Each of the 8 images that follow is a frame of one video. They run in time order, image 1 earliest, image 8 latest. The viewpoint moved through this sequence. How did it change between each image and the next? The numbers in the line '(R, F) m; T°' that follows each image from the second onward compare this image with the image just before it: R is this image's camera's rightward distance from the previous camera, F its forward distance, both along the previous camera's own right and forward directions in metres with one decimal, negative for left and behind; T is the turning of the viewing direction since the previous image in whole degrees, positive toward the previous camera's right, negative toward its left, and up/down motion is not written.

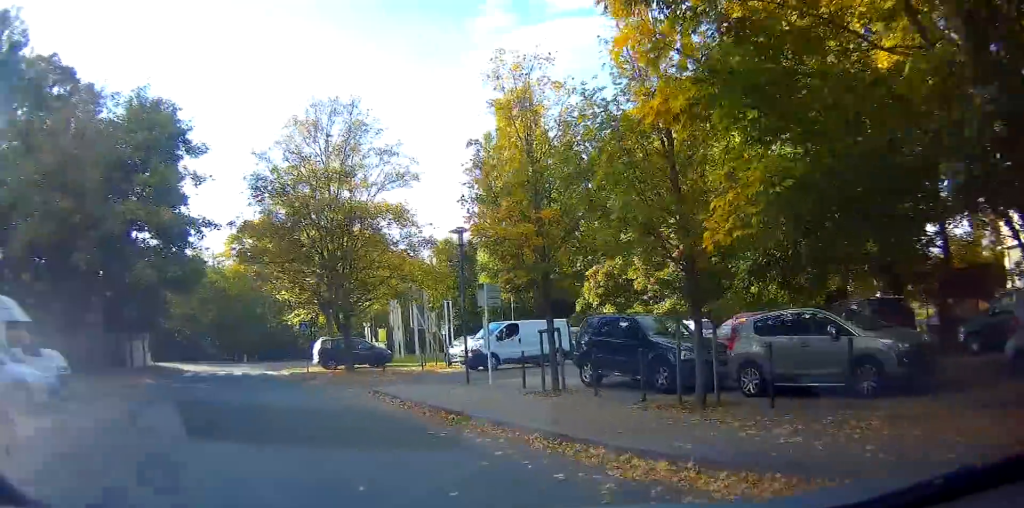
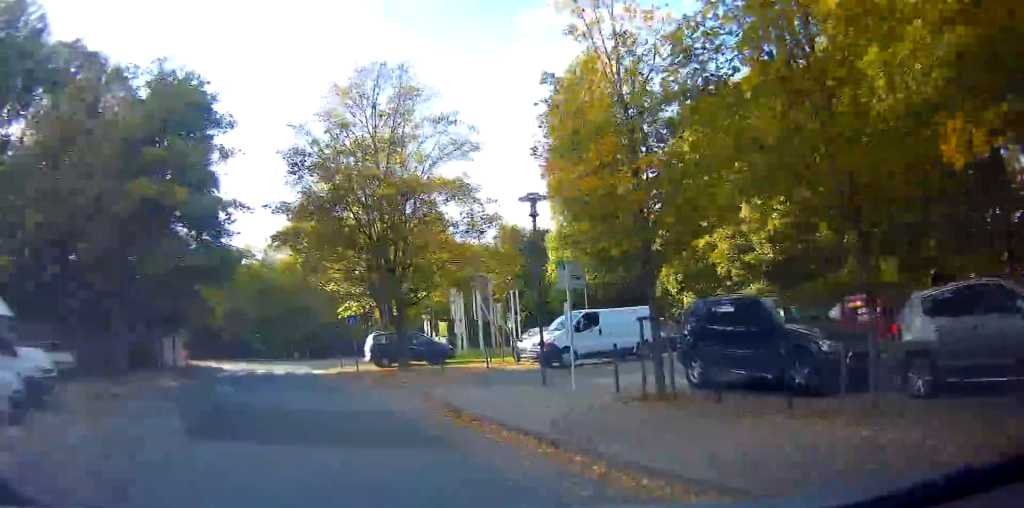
(-0.1, +3.2) m; -5°
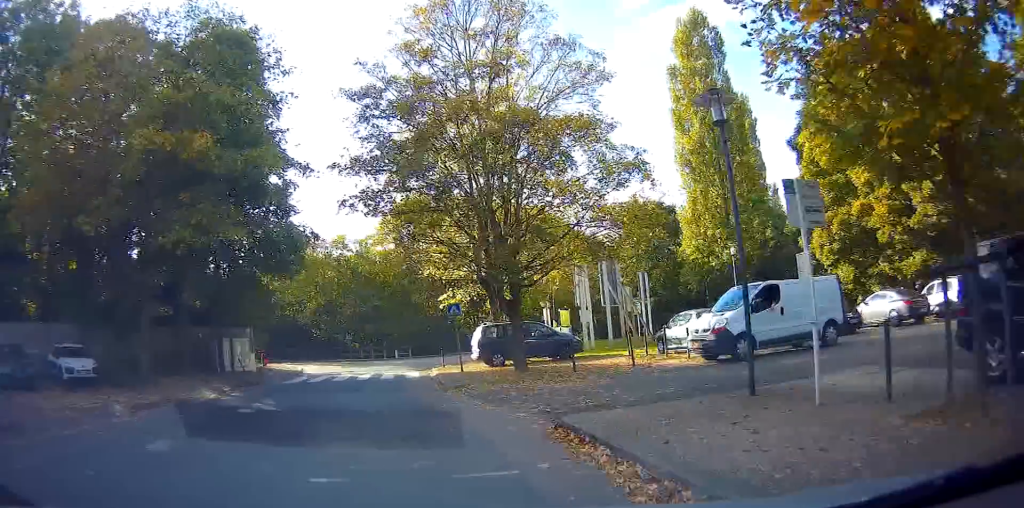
(-0.4, +5.1) m; -7°
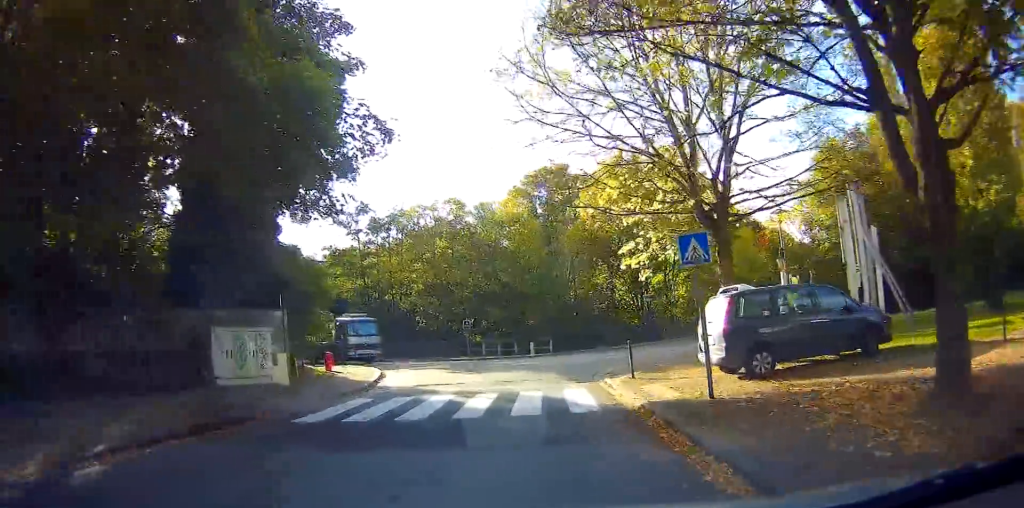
(-1.2, +11.9) m; -10°
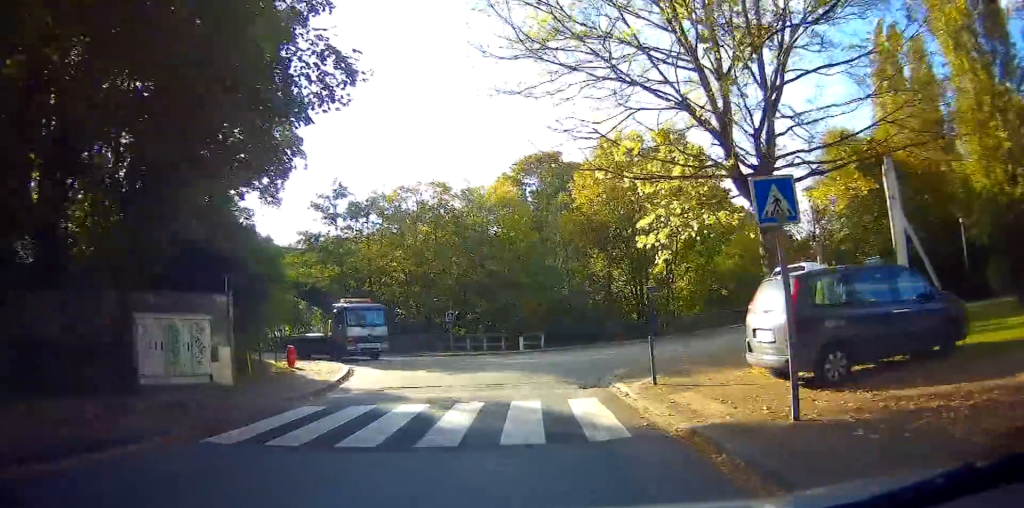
(-0.1, +3.3) m; -1°
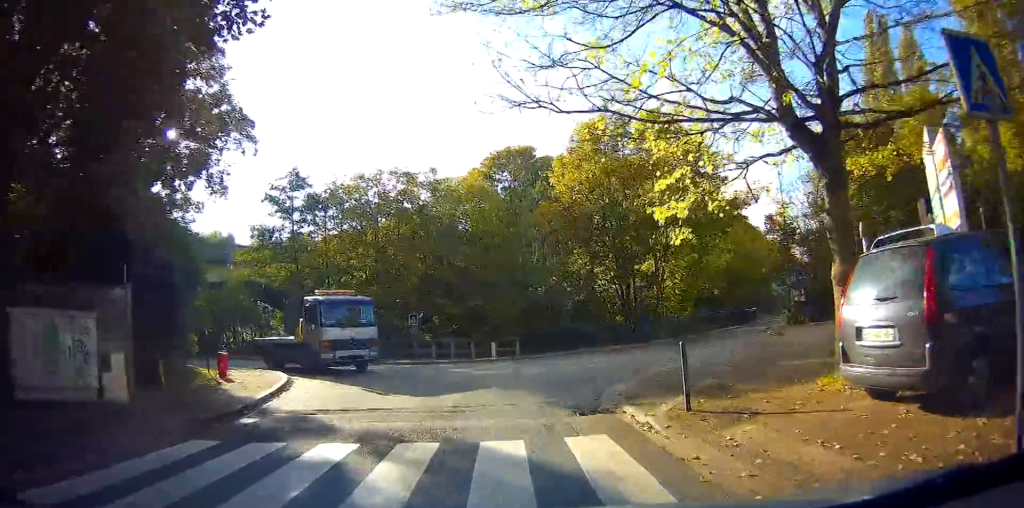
(0.0, +3.9) m; 0°
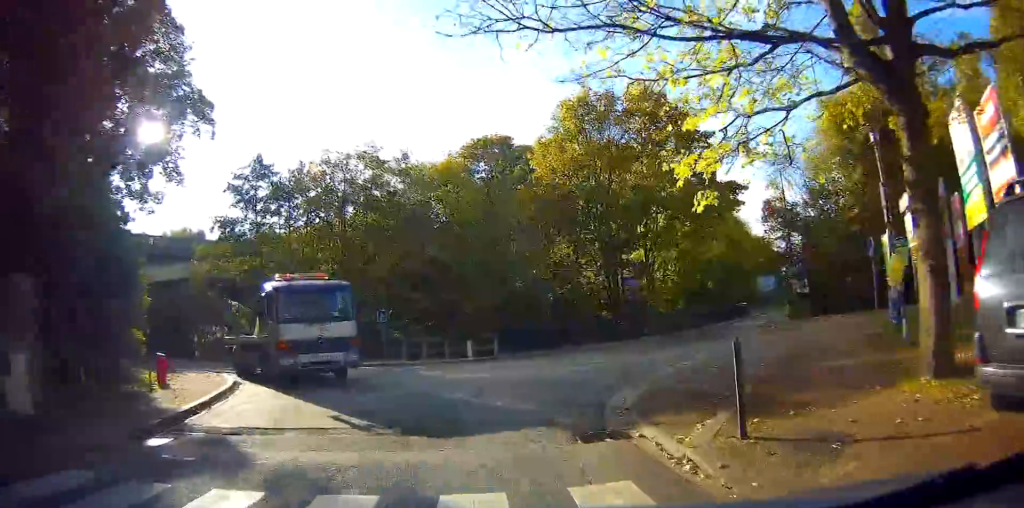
(0.0, +2.8) m; 0°
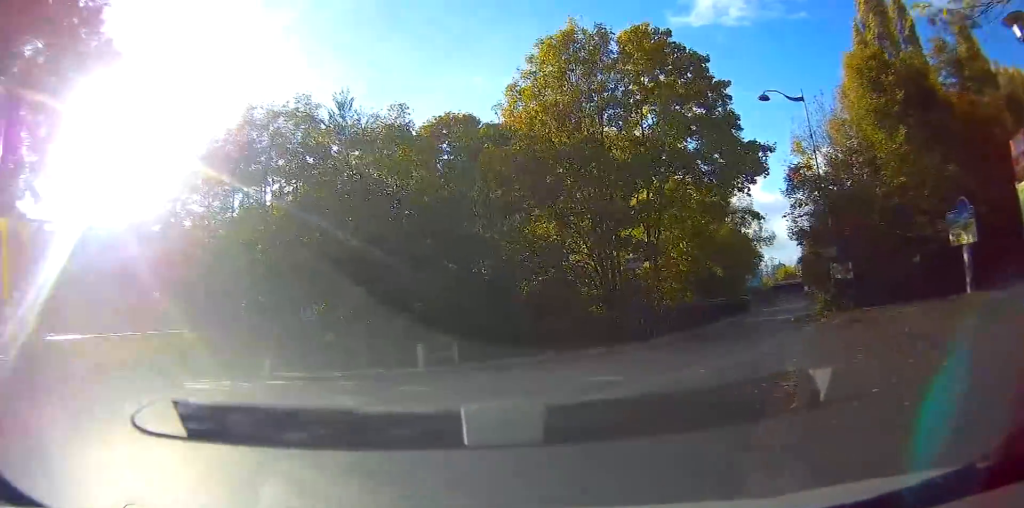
(+0.1, +7.1) m; 0°
